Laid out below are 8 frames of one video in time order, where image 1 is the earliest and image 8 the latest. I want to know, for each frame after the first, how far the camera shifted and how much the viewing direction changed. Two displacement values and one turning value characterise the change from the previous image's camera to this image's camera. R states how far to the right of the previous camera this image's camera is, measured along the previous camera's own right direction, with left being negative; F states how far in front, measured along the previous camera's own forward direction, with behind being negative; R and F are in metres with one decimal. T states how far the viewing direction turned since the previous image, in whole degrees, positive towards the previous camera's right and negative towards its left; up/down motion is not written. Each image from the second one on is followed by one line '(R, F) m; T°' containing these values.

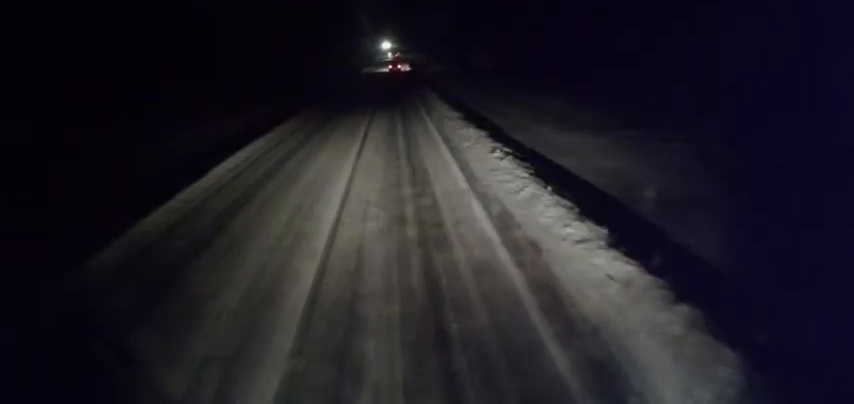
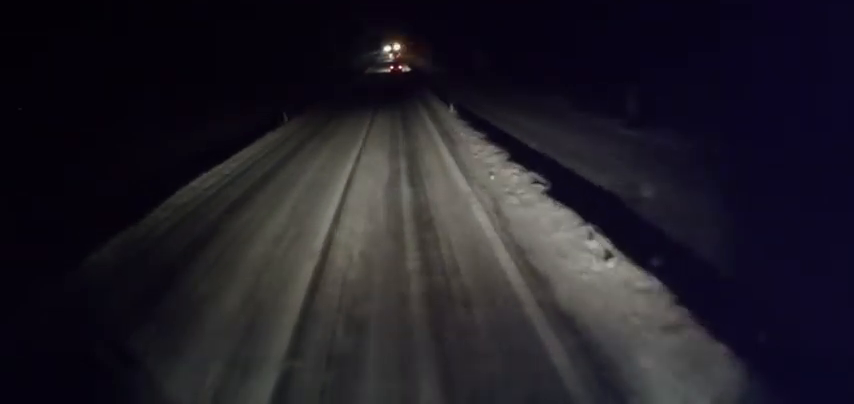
(-0.3, +11.5) m; -3°
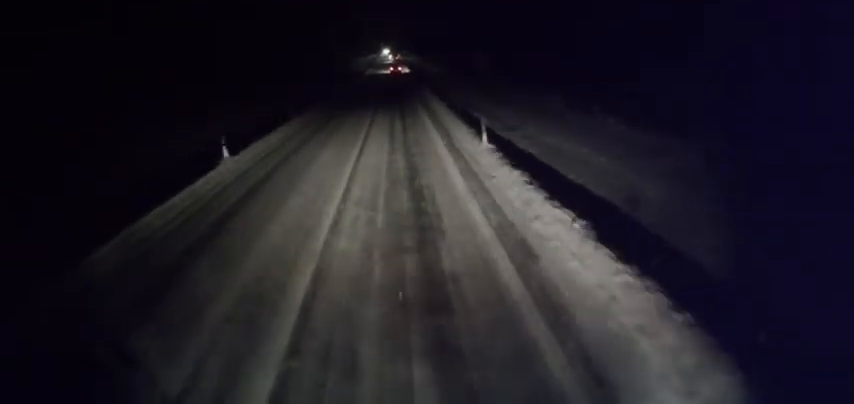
(-0.1, +8.6) m; 0°
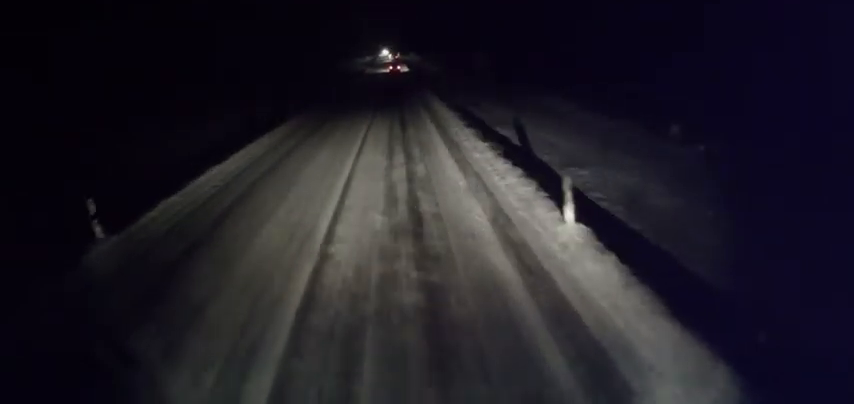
(+0.1, +7.3) m; 0°
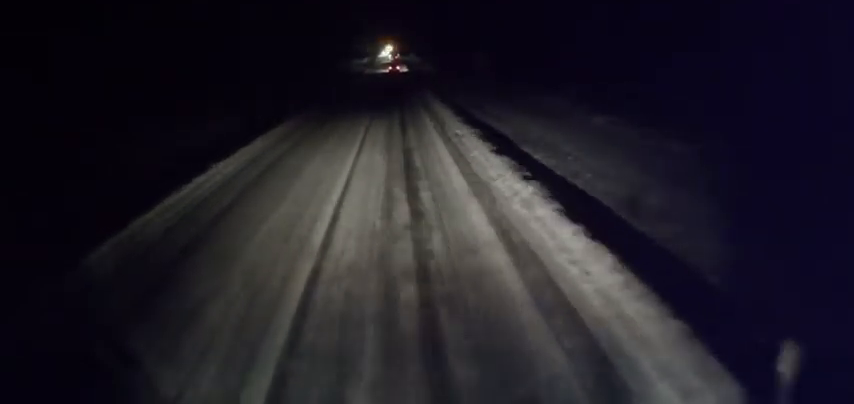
(0.0, +5.1) m; -1°
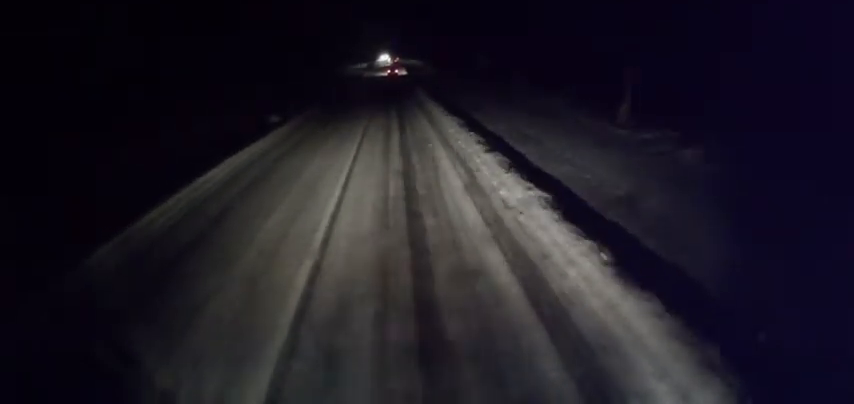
(-0.2, +7.6) m; 0°
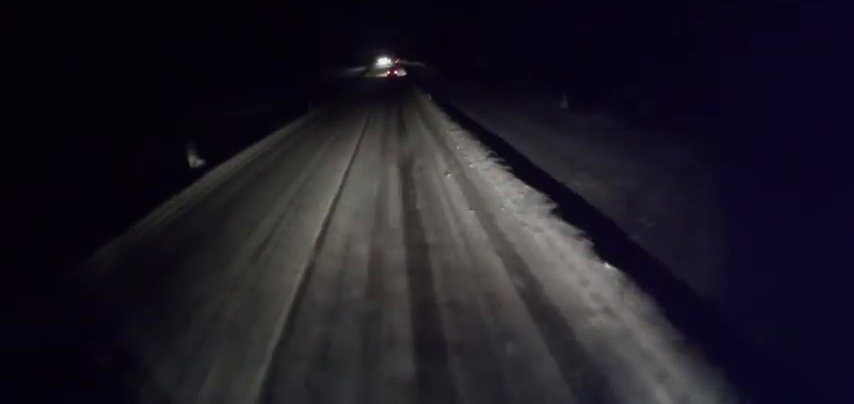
(+0.1, +11.0) m; +1°
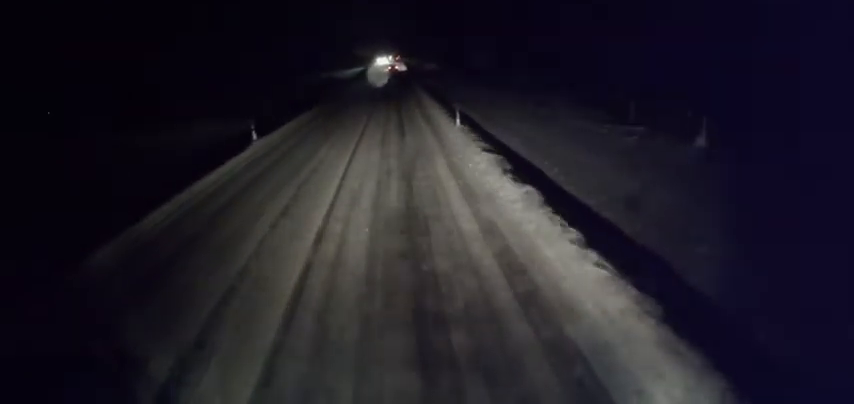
(+0.1, +14.6) m; -1°
